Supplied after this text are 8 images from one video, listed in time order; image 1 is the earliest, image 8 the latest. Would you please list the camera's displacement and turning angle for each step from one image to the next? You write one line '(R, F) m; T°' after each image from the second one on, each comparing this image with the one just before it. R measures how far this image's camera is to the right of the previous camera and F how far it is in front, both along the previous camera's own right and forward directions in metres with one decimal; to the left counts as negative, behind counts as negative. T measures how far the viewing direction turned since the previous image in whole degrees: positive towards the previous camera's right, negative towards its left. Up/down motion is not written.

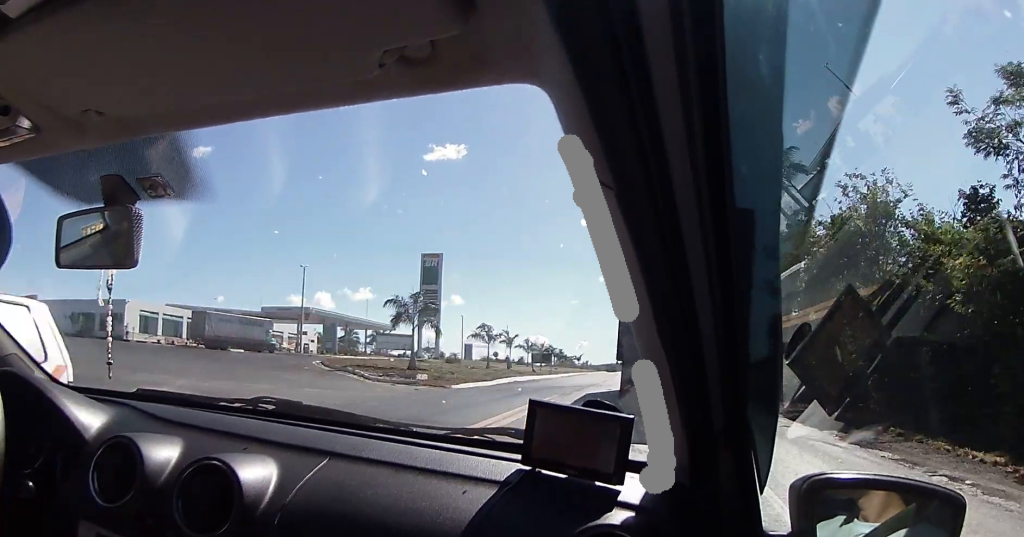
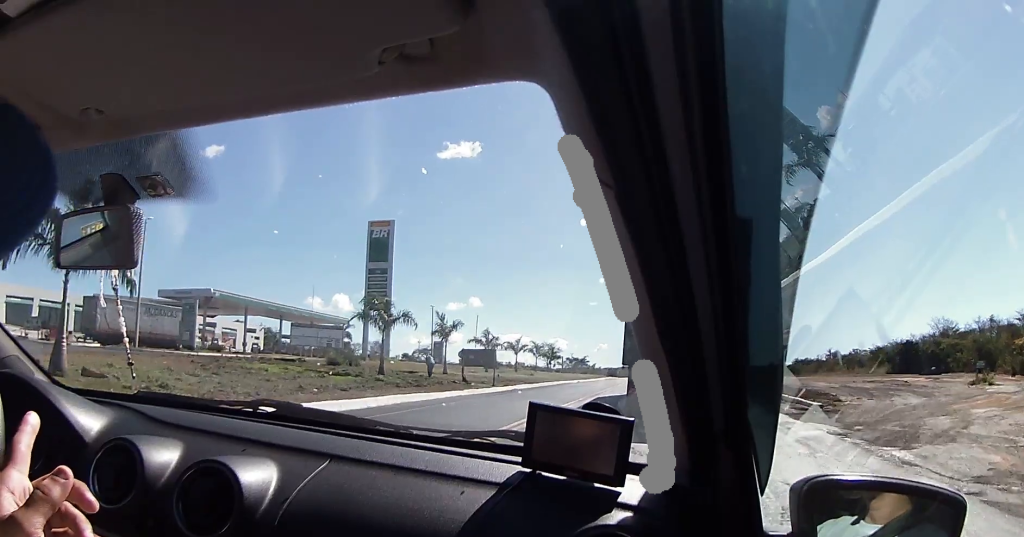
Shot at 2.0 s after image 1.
(-1.0, +29.1) m; +1°
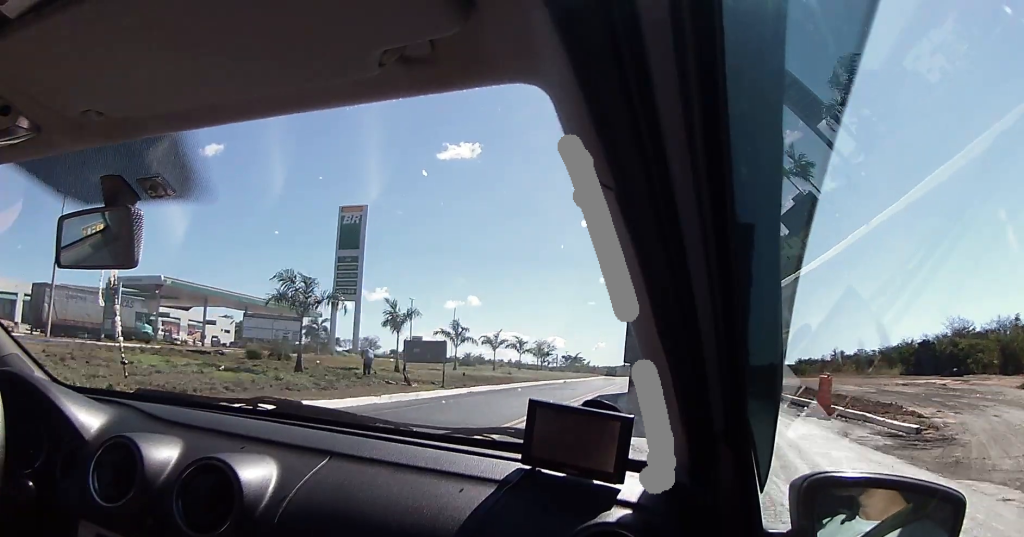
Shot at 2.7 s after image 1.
(+0.1, +8.7) m; 0°
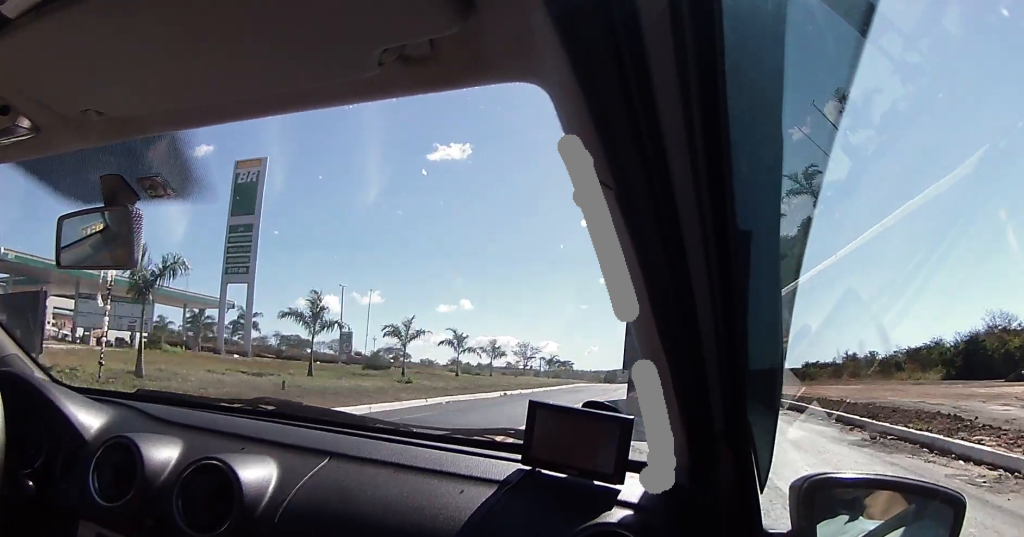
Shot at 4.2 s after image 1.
(-0.1, +20.8) m; -1°
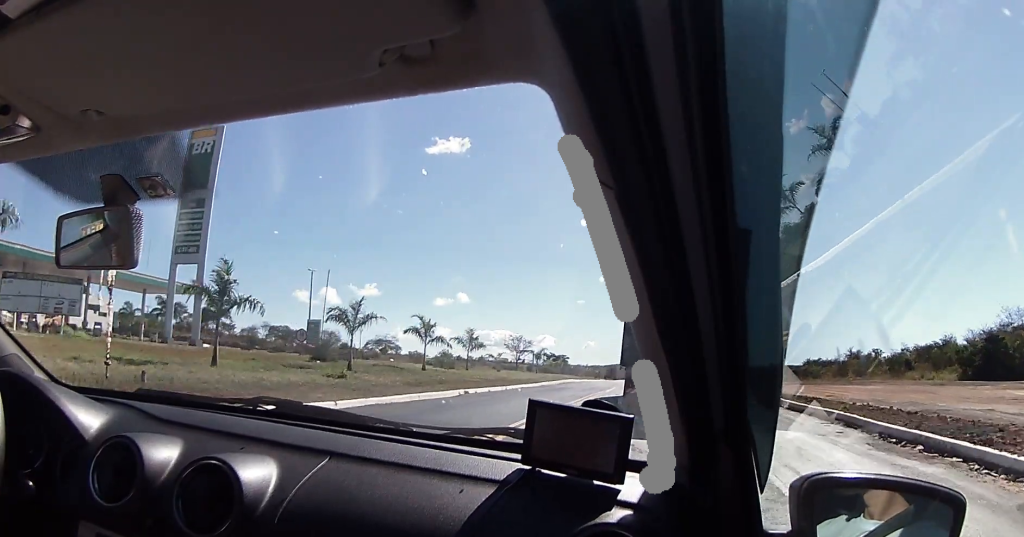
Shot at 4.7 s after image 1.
(0.0, +6.9) m; 0°
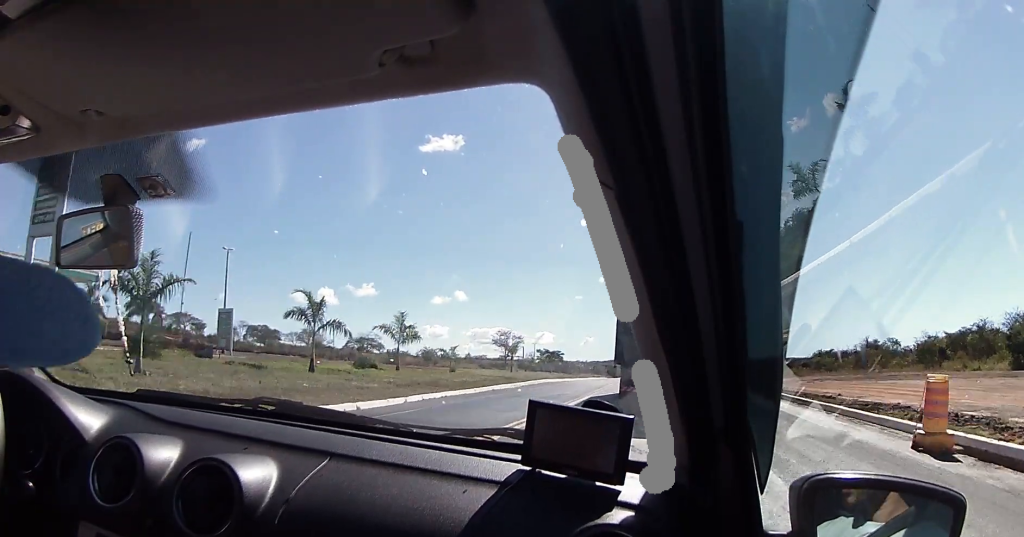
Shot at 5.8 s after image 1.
(+0.2, +15.1) m; 0°
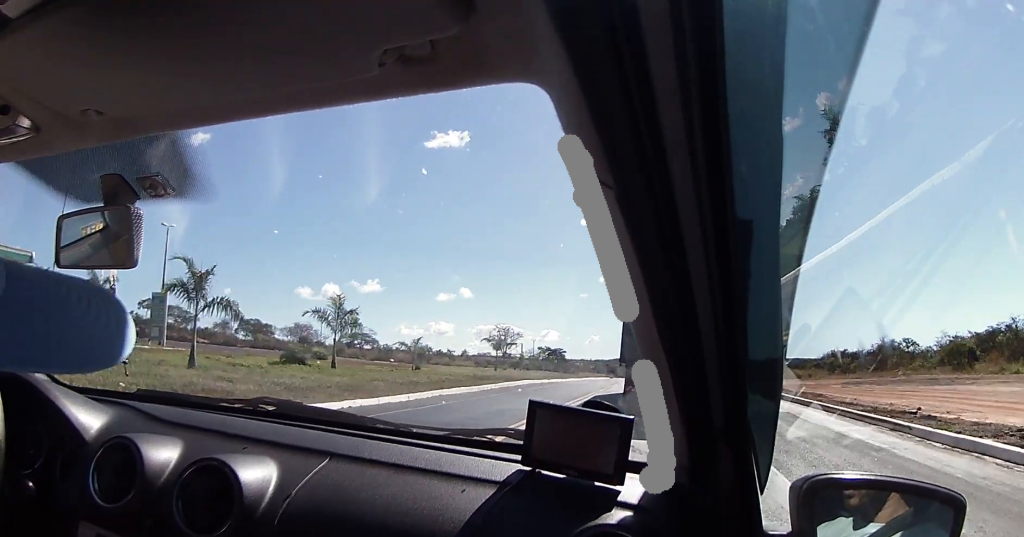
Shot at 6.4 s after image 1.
(0.0, +9.1) m; -1°
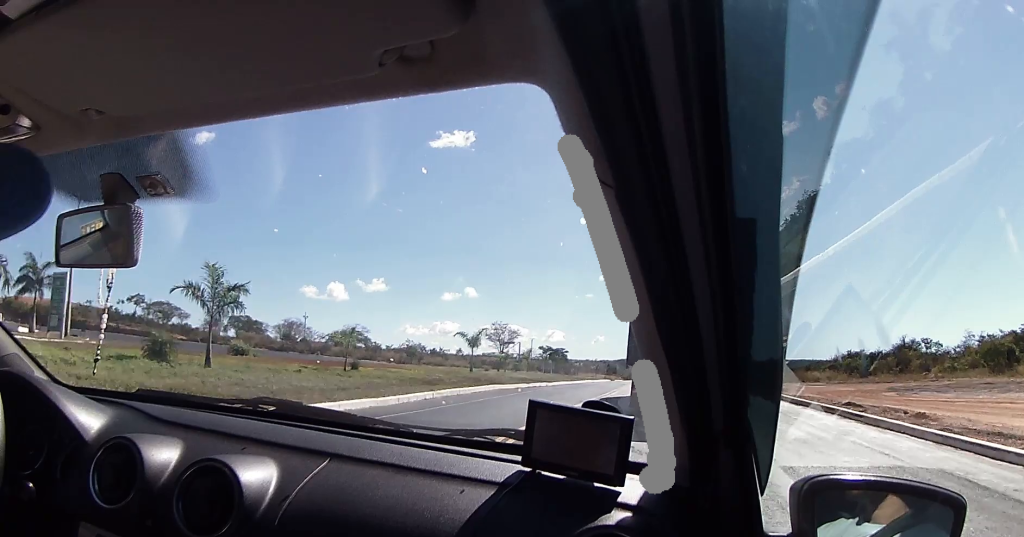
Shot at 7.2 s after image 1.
(-0.1, +10.5) m; -1°
